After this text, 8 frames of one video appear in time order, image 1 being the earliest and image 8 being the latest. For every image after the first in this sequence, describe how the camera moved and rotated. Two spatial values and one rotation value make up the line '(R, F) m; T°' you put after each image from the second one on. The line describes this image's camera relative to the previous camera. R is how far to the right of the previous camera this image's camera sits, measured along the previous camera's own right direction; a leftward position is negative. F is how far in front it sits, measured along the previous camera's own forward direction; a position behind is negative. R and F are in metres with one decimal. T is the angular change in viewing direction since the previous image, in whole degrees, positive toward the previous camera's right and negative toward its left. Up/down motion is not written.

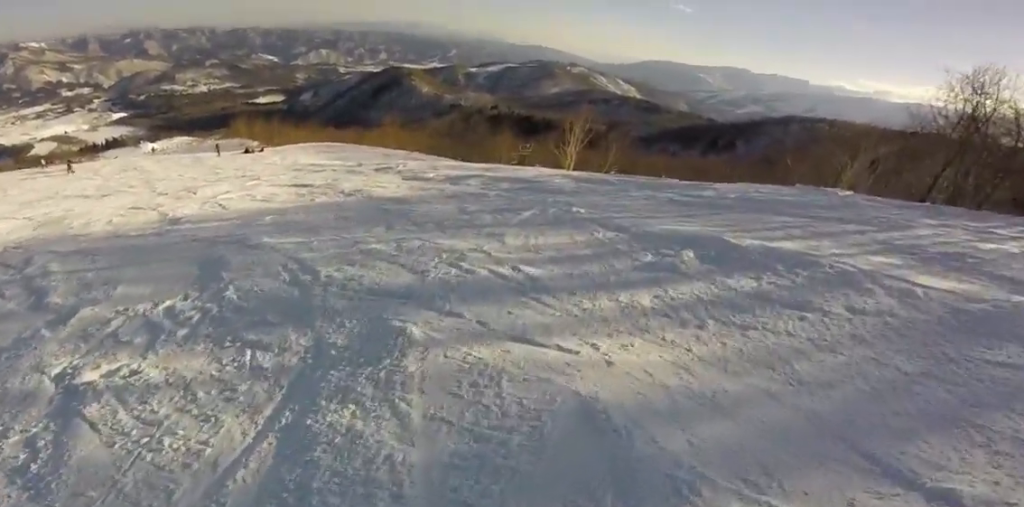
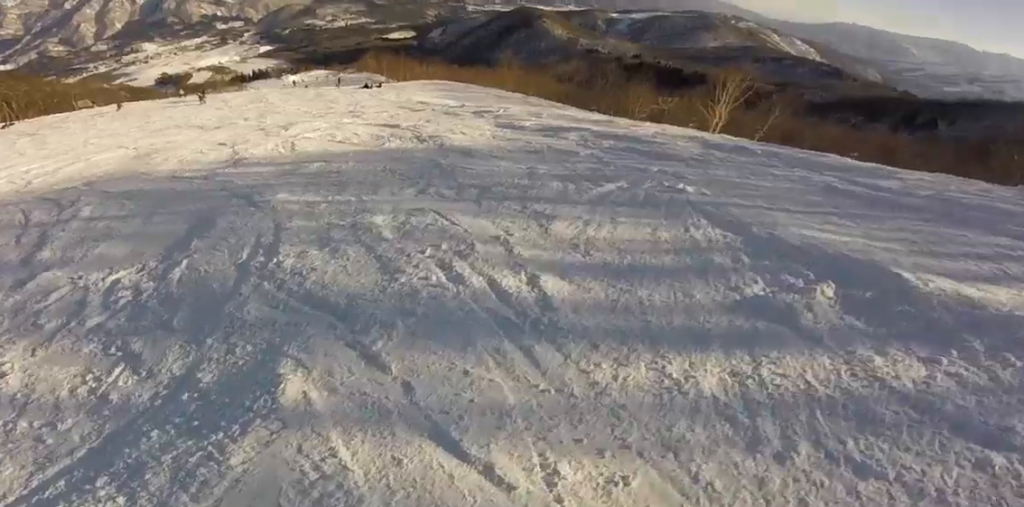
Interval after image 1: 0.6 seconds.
(0.0, +1.3) m; -9°
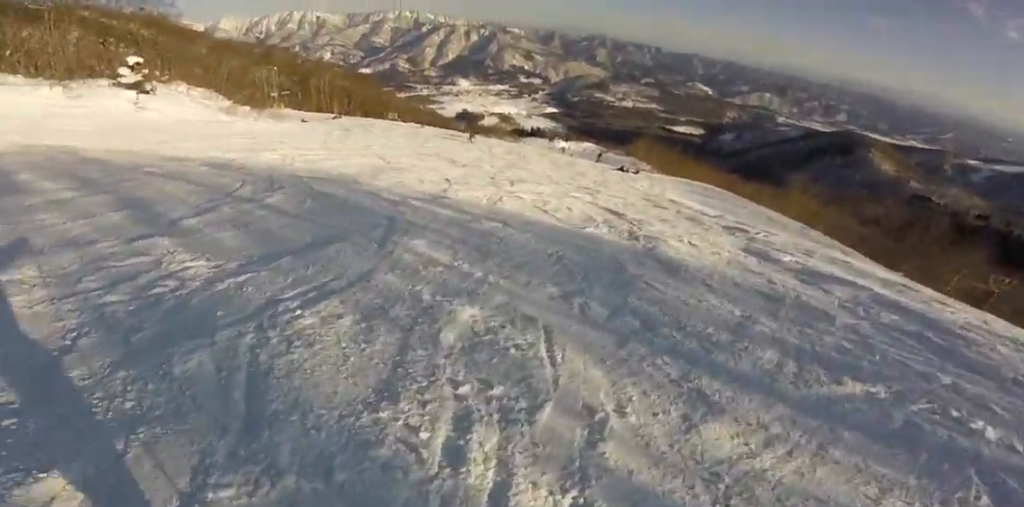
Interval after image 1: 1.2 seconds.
(-0.1, +1.1) m; -10°
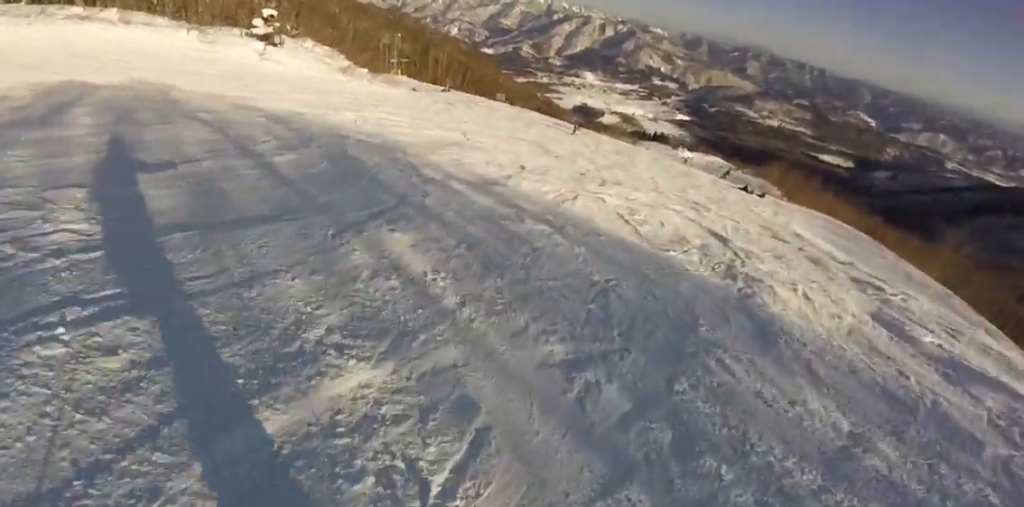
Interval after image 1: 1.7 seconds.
(-0.1, +1.2) m; -8°
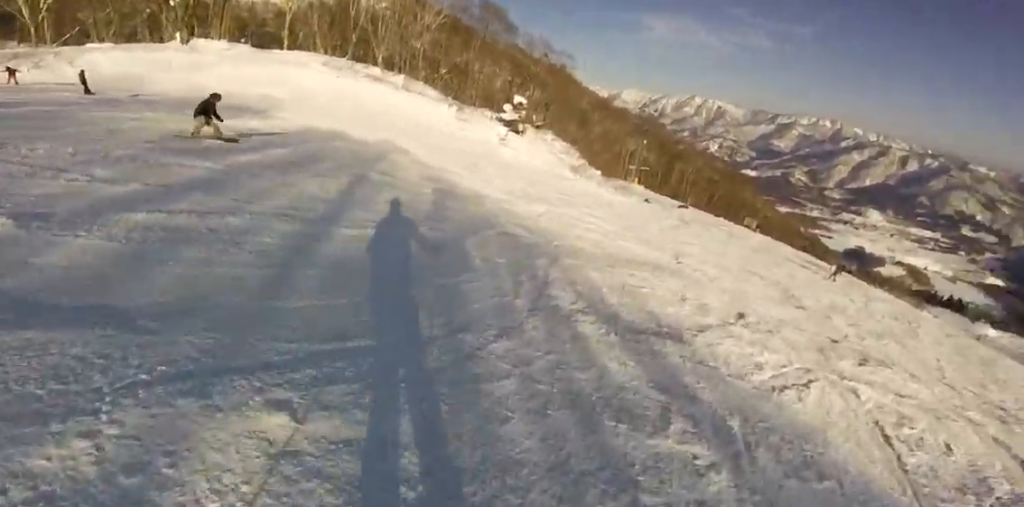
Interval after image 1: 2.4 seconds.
(-0.2, +1.8) m; -7°
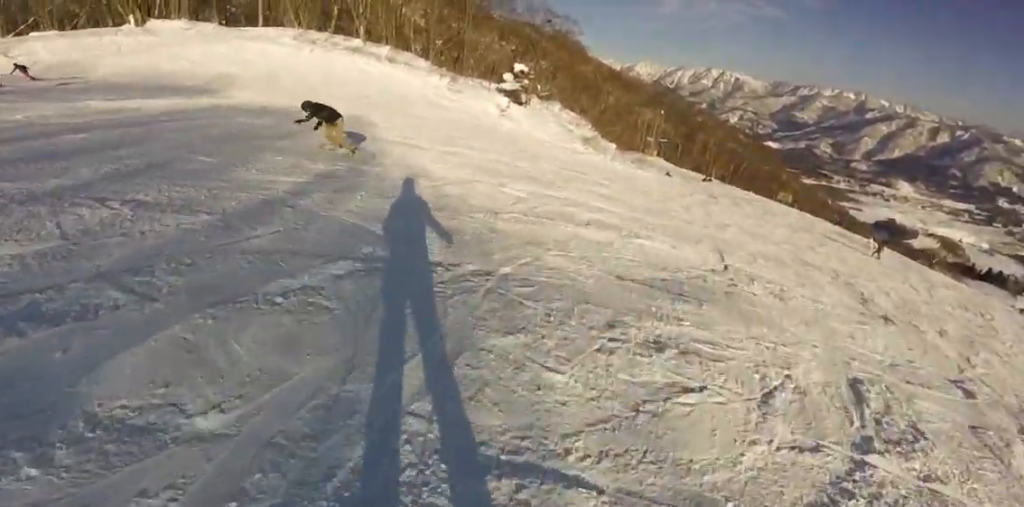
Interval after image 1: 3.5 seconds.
(0.0, +3.0) m; +7°
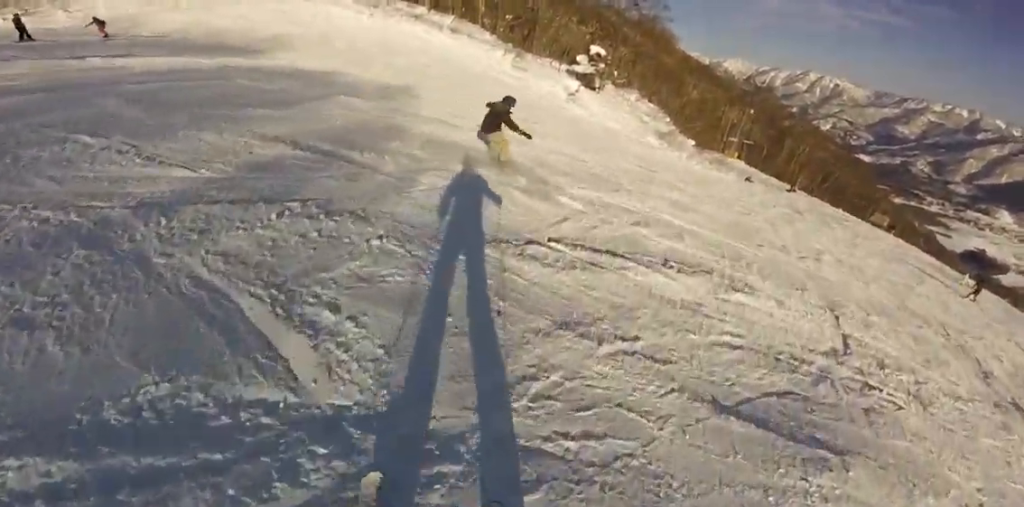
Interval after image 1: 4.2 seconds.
(+0.2, +1.6) m; +9°
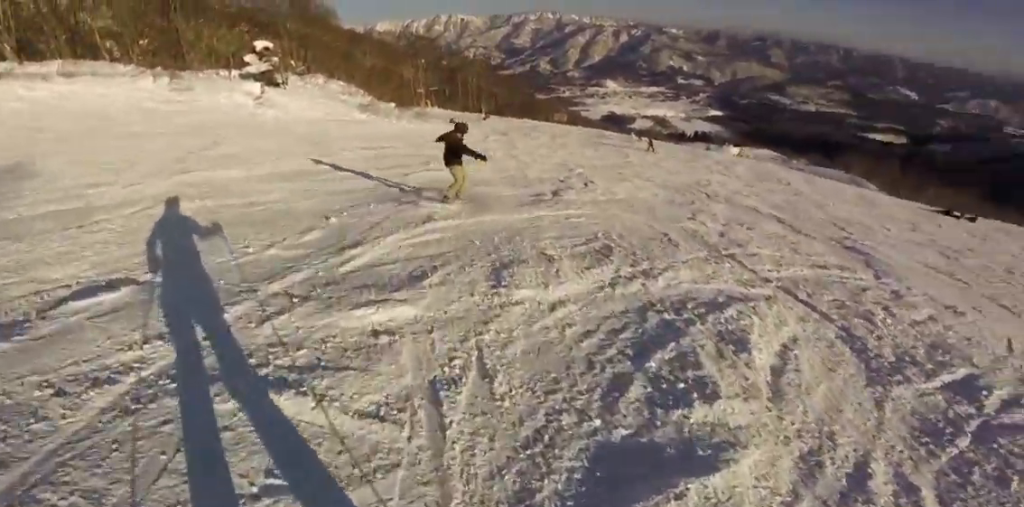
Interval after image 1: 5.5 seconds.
(+0.4, +3.1) m; +22°
